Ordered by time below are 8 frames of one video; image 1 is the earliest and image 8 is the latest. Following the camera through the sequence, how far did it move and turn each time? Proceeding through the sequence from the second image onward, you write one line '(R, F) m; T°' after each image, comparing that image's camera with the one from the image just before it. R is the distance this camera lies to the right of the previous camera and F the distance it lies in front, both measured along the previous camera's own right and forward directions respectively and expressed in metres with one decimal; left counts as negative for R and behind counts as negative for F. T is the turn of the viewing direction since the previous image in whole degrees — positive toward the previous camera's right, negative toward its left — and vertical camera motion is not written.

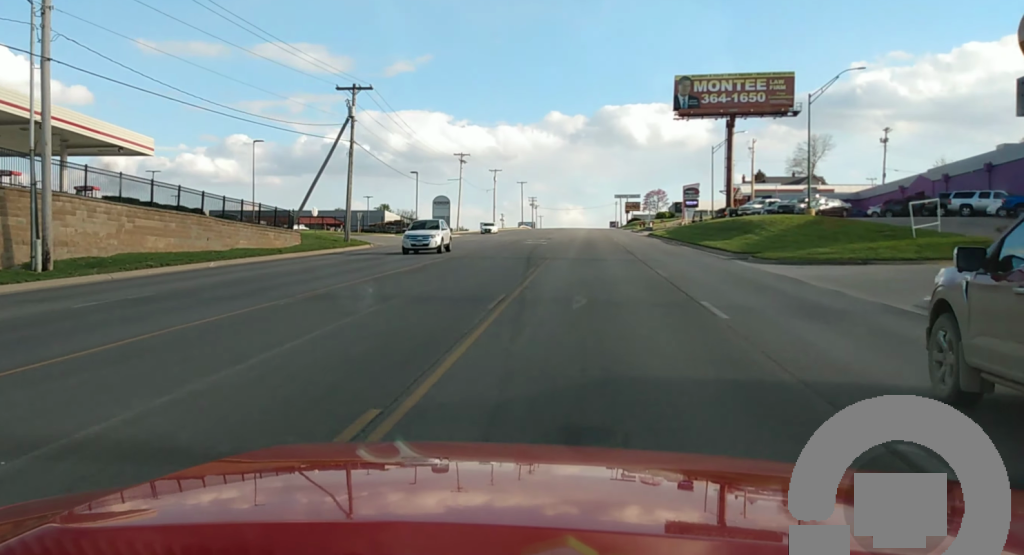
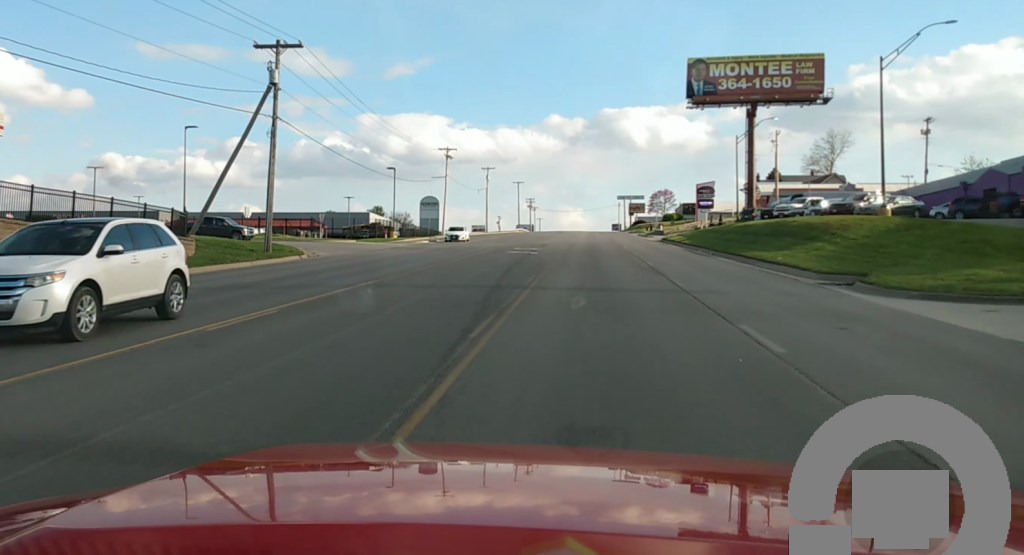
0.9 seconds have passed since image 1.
(+0.1, +16.1) m; 0°
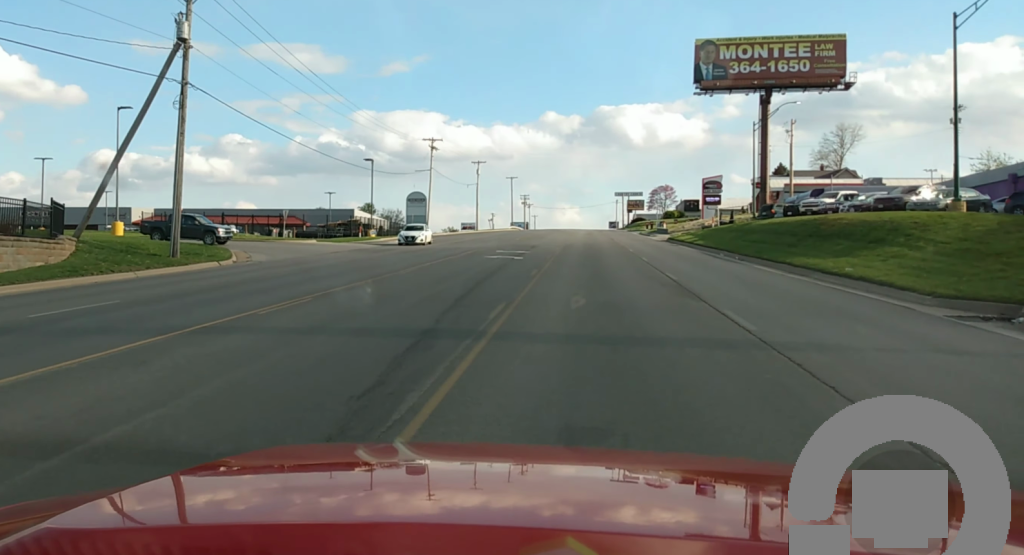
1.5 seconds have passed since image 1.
(+0.1, +10.1) m; 0°
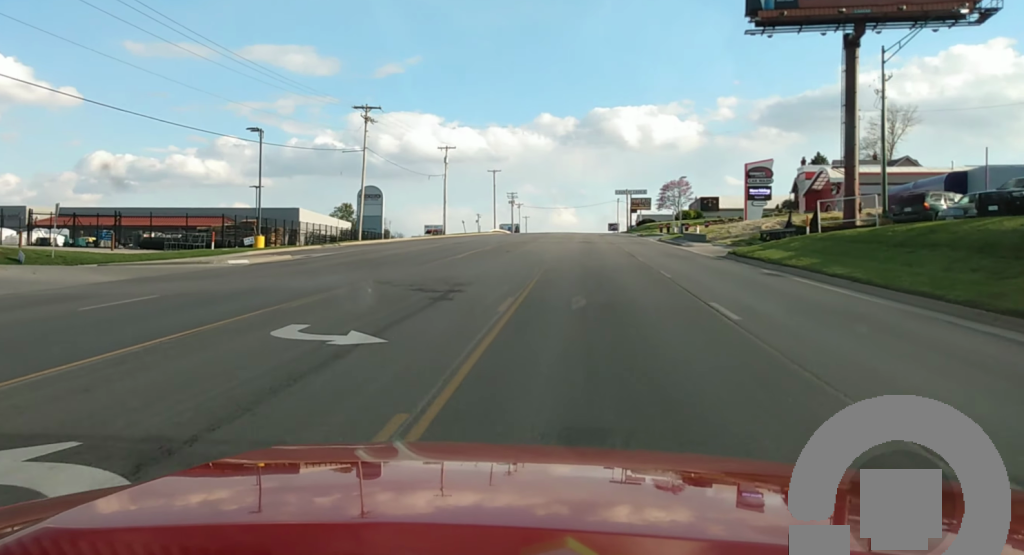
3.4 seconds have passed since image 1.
(-0.4, +35.3) m; -1°
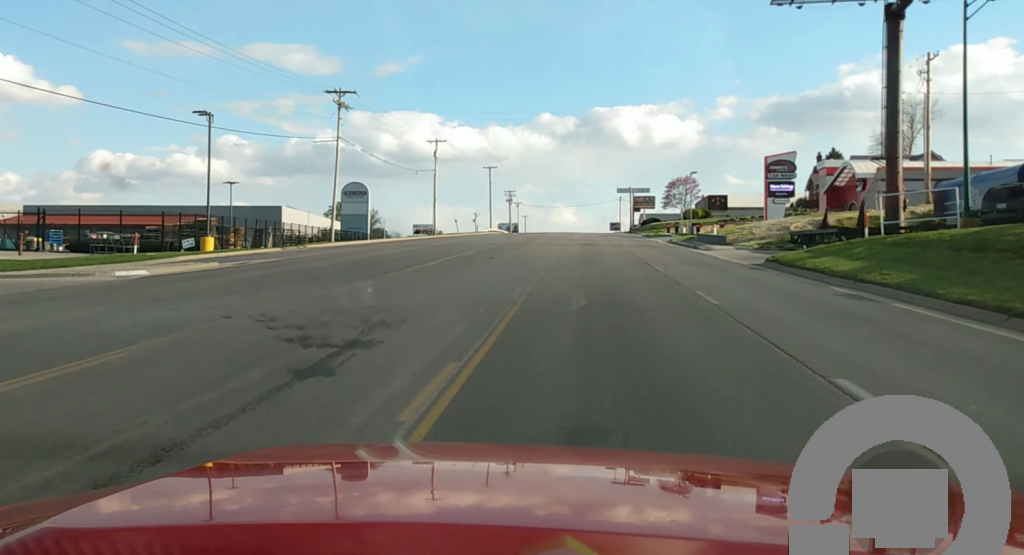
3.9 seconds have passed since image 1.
(0.0, +9.3) m; 0°
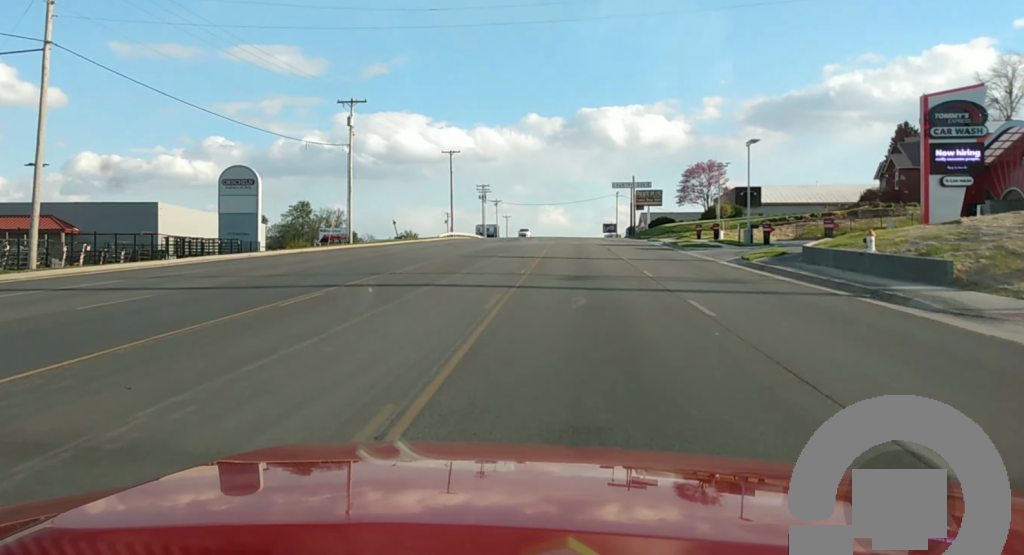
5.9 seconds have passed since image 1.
(+0.1, +39.2) m; +2°
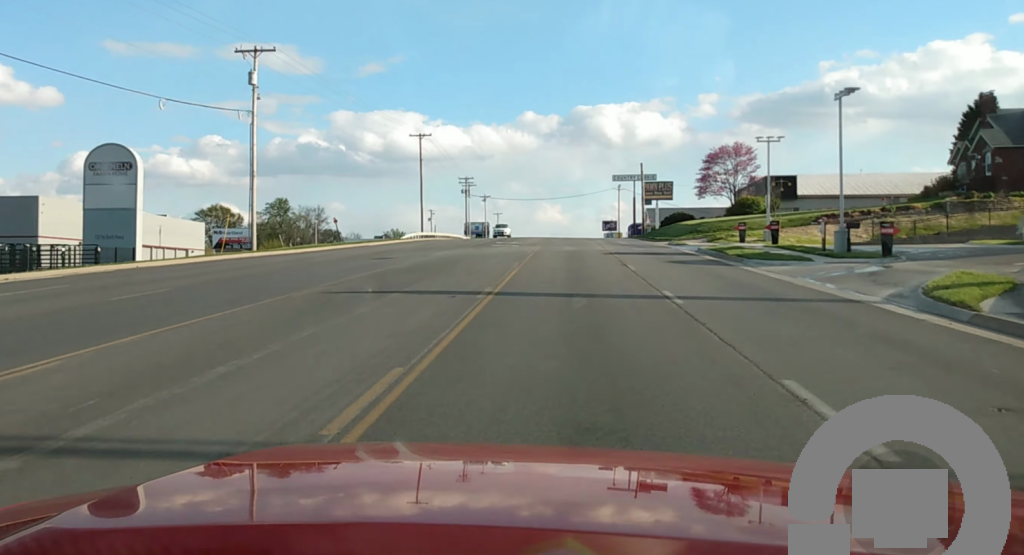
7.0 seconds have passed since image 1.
(+0.5, +22.0) m; 0°
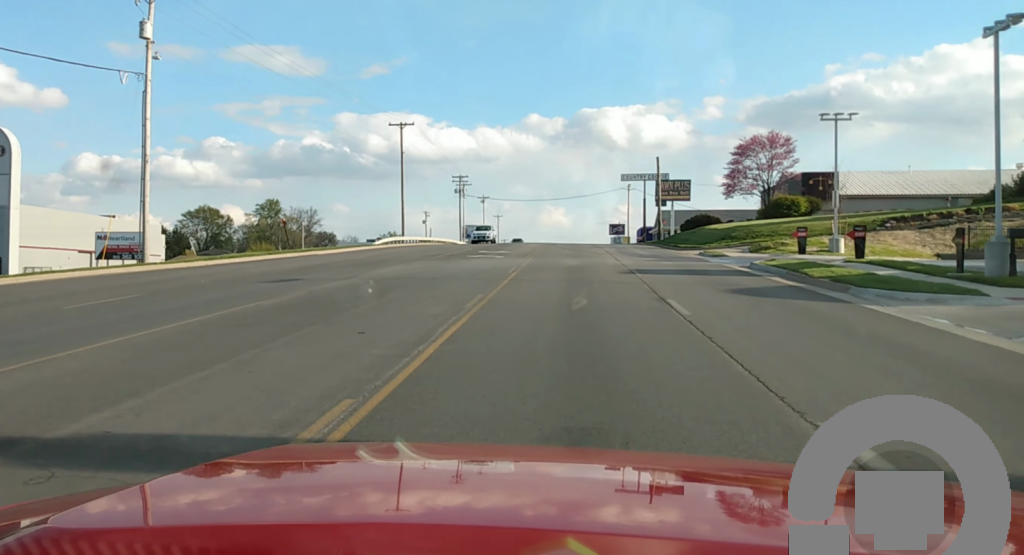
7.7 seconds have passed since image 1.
(-0.2, +13.8) m; -1°
